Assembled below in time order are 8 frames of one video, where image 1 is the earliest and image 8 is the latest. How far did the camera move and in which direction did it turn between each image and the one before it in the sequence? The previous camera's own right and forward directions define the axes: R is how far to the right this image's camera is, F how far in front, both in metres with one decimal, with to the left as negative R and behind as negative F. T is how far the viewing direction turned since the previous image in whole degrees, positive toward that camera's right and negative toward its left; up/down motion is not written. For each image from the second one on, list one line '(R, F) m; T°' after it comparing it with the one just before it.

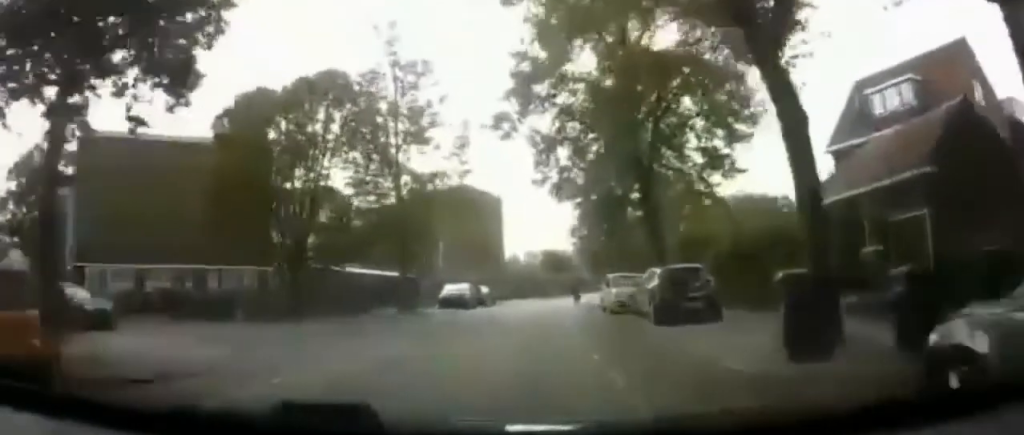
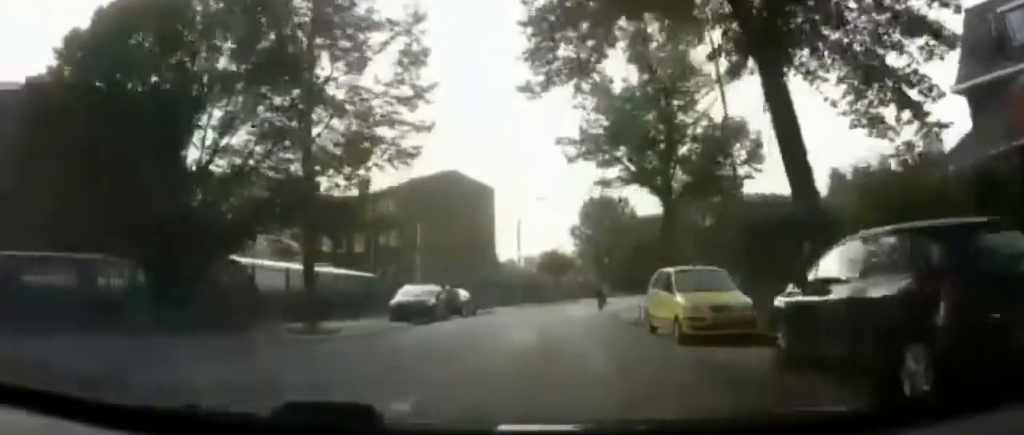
(-1.1, +12.0) m; -6°
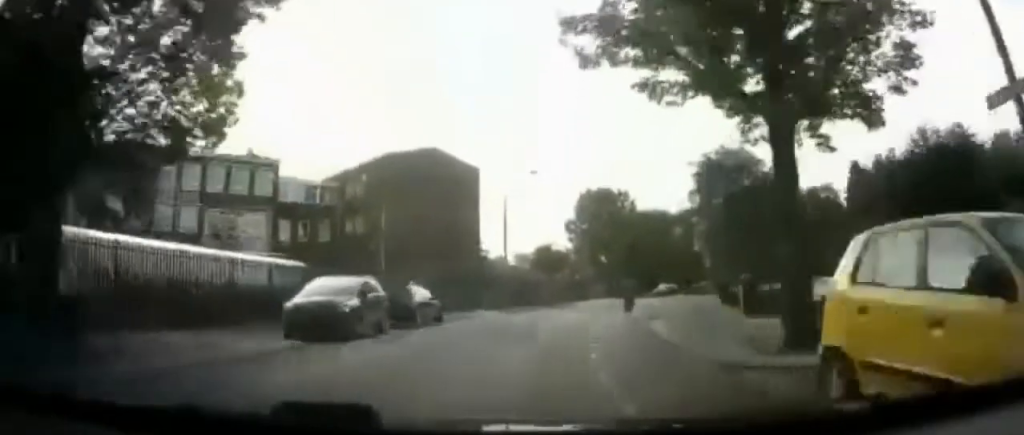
(0.0, +9.4) m; +2°
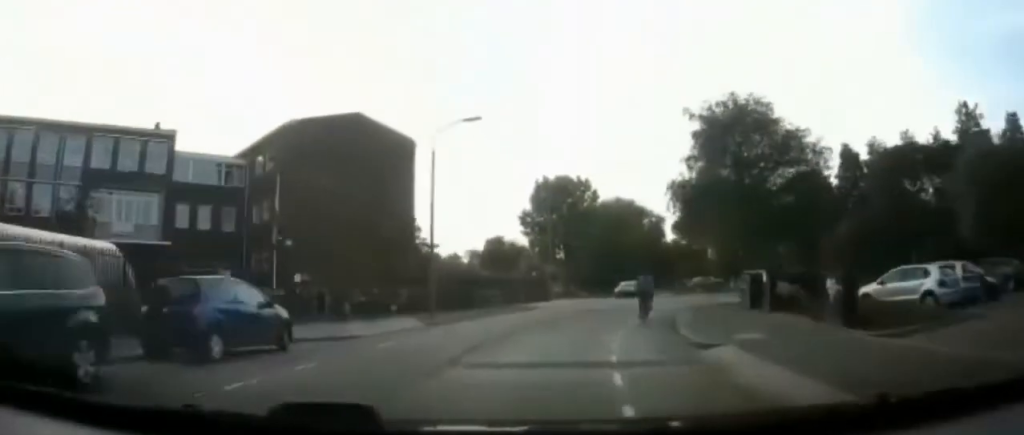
(+0.4, +11.0) m; +7°
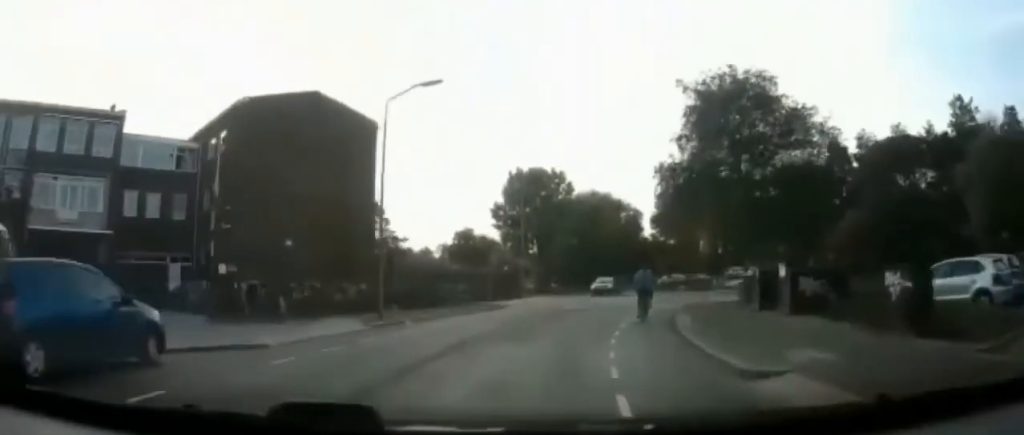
(+0.2, +3.5) m; +2°
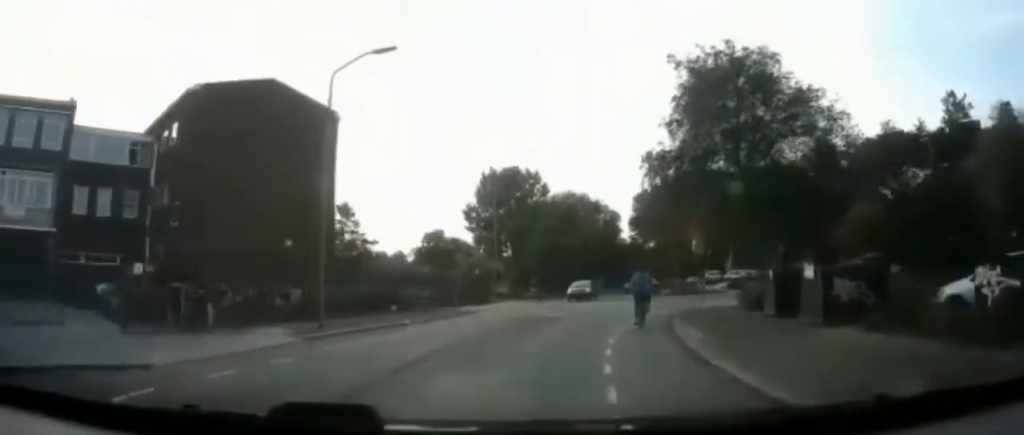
(+0.2, +3.4) m; +2°
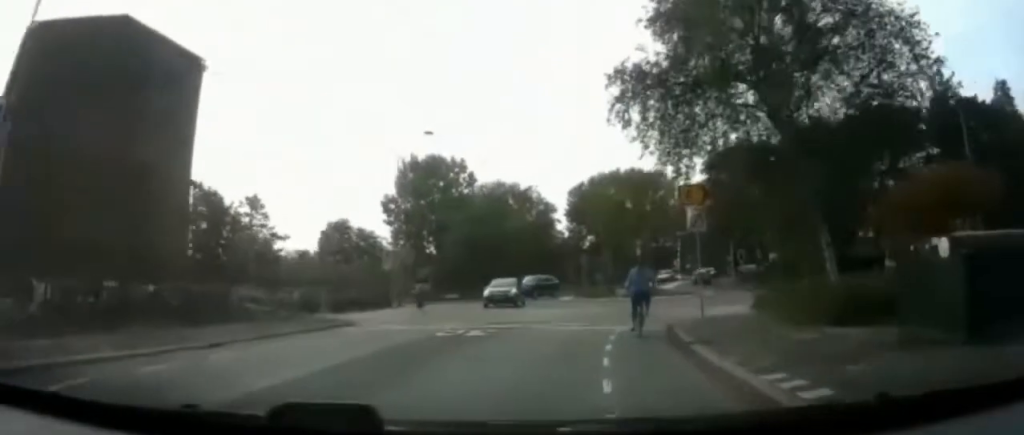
(+0.5, +11.7) m; +4°
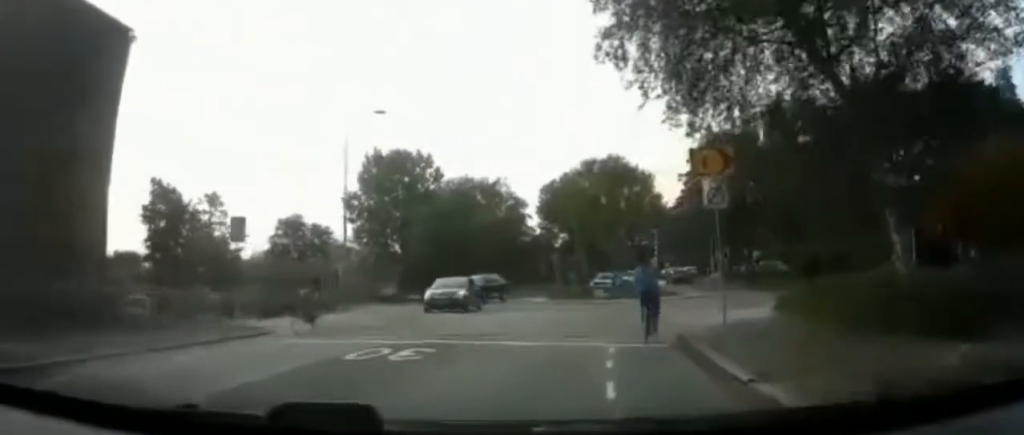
(0.0, +5.1) m; +2°
